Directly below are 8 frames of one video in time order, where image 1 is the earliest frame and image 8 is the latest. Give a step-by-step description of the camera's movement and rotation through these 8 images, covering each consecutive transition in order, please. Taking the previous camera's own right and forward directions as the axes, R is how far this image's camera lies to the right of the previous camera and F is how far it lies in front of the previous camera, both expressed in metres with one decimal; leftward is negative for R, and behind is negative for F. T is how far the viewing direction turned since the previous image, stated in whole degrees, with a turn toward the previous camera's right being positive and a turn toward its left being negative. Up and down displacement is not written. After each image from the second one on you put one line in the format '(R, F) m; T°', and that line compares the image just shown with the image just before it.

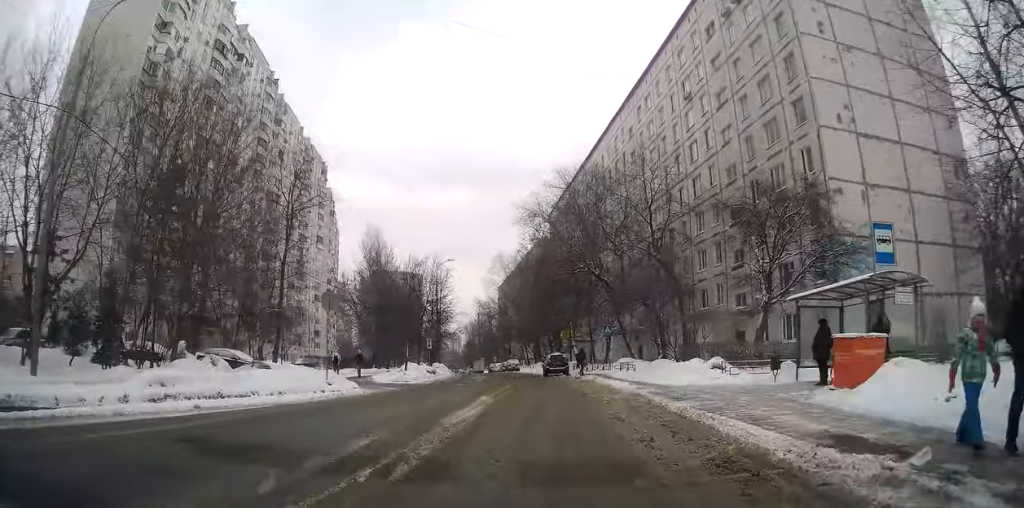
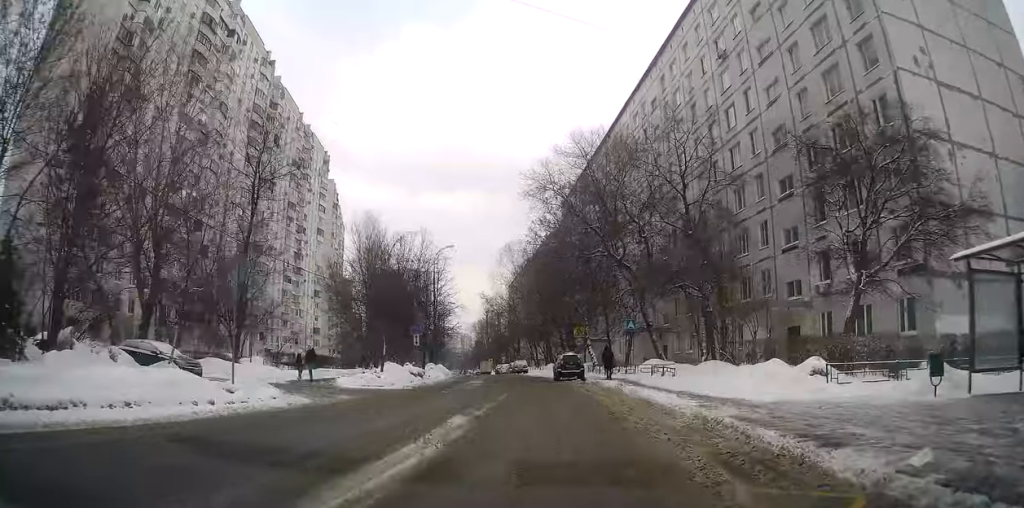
(-0.2, +6.4) m; -2°
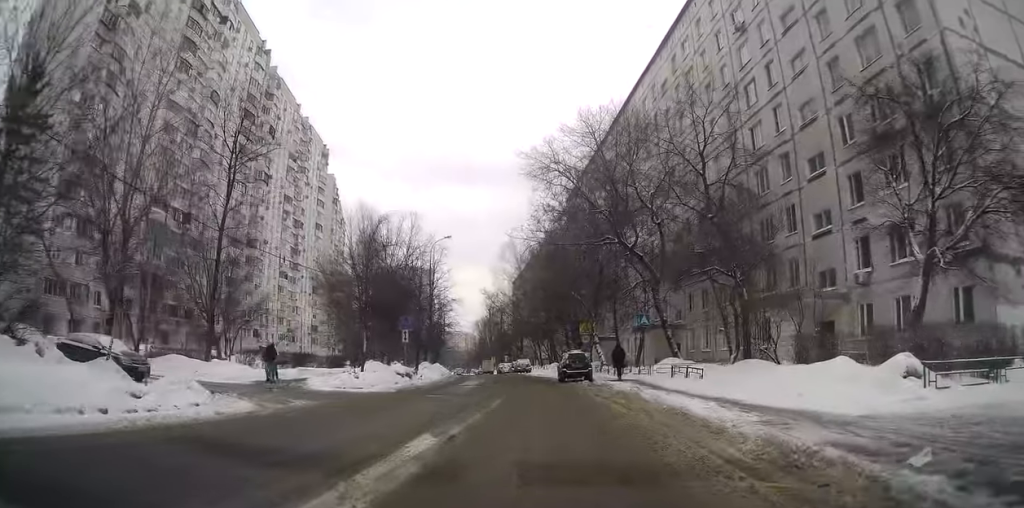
(0.0, +3.7) m; 0°
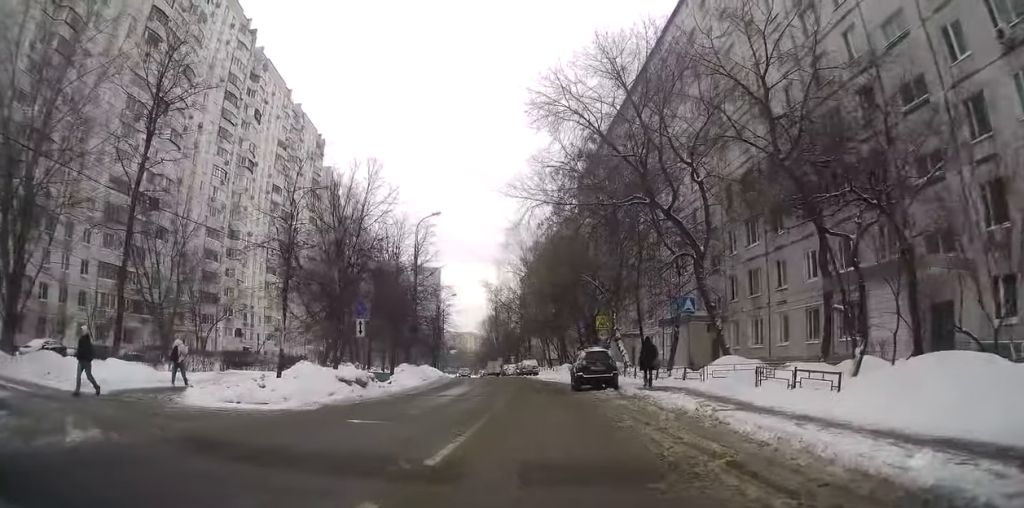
(-0.2, +9.2) m; -2°
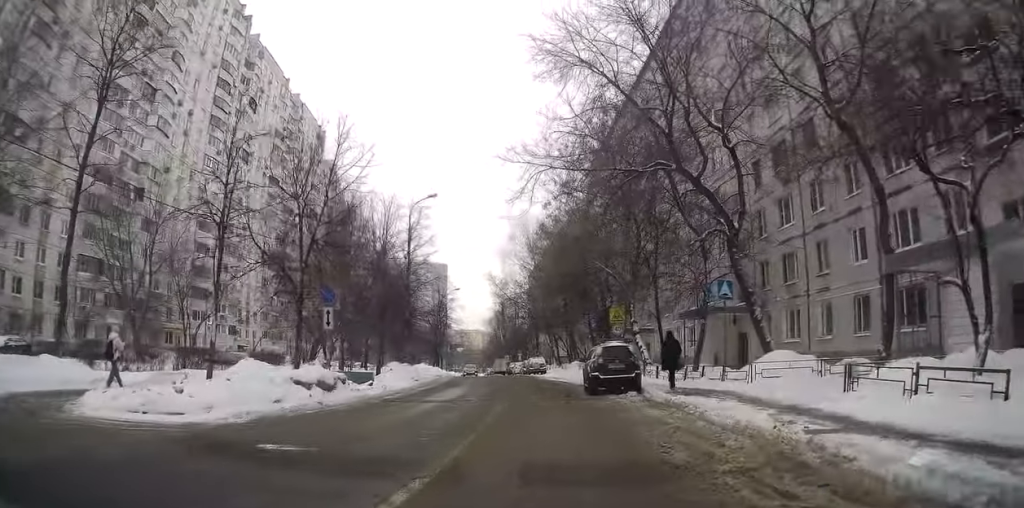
(-0.1, +4.8) m; -1°
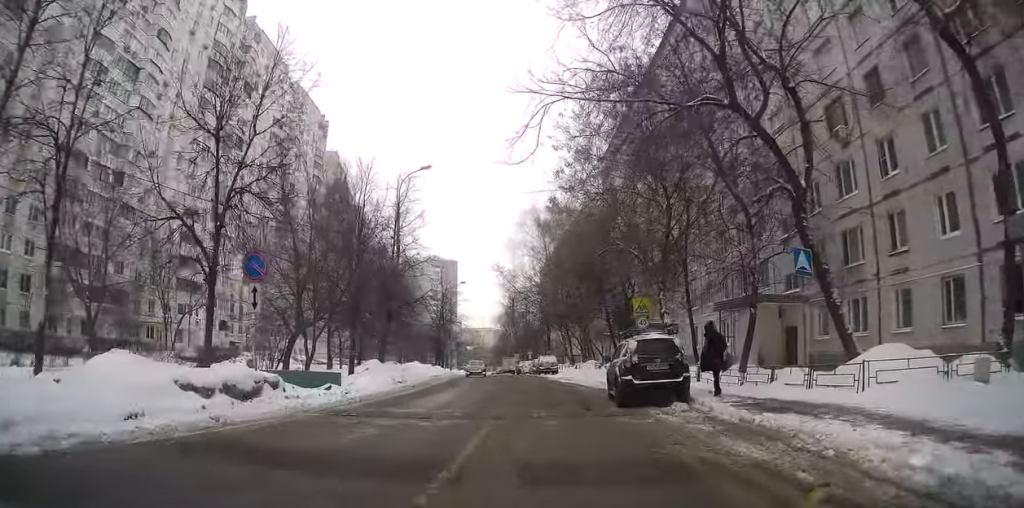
(0.0, +6.6) m; +1°
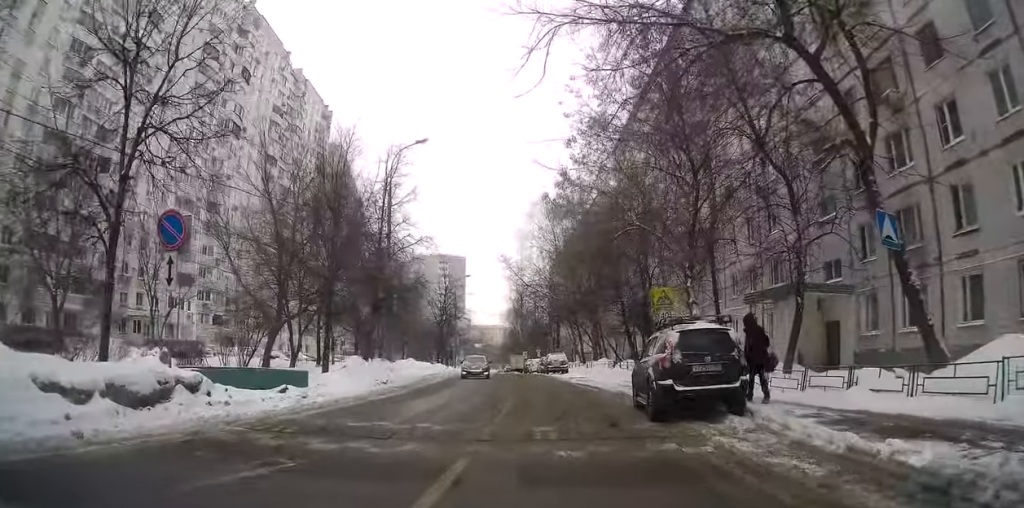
(+0.1, +4.6) m; +1°
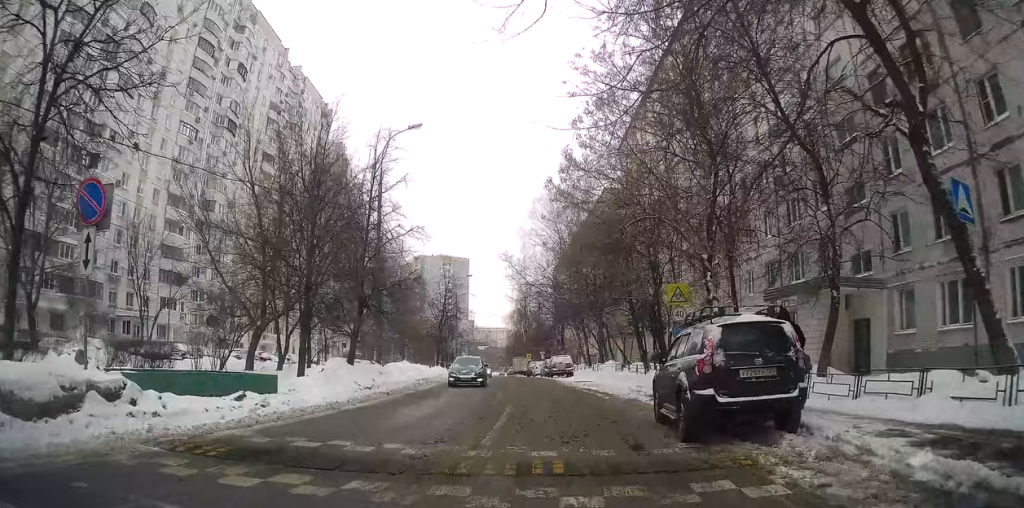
(0.0, +2.8) m; -2°
